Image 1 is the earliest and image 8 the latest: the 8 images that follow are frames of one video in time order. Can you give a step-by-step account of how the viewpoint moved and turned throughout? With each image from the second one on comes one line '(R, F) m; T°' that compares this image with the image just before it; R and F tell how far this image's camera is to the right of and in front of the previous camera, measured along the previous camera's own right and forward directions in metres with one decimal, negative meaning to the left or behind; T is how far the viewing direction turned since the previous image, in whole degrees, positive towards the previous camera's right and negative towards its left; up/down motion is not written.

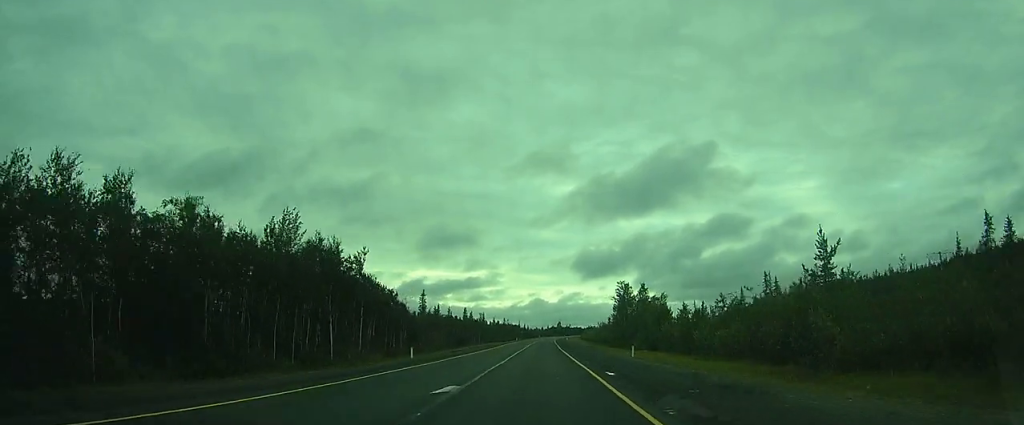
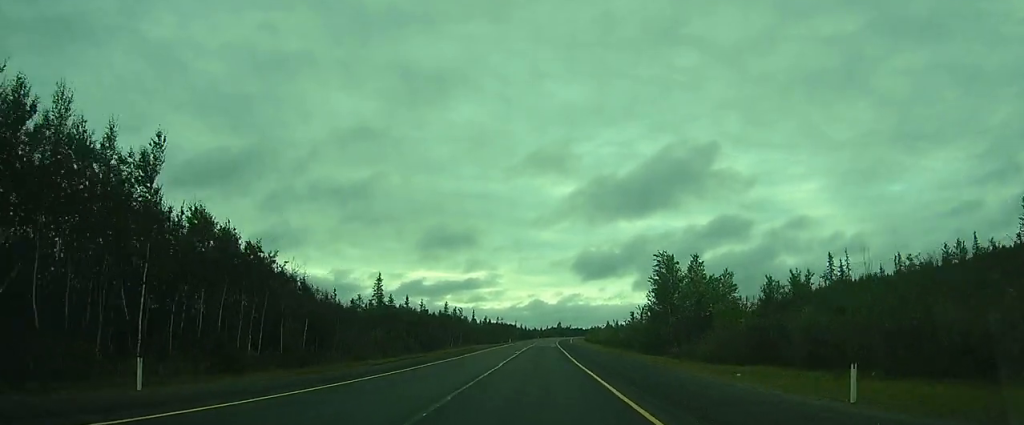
(+0.1, +26.5) m; +1°
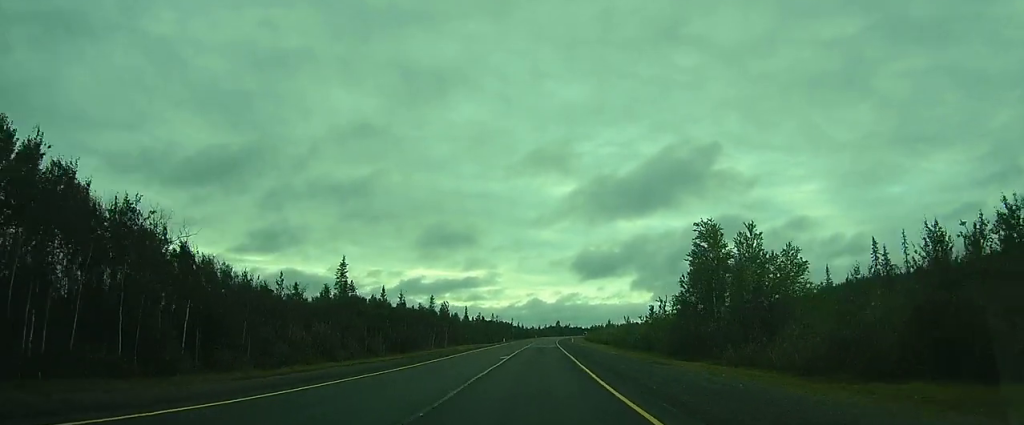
(+0.1, +12.9) m; 0°
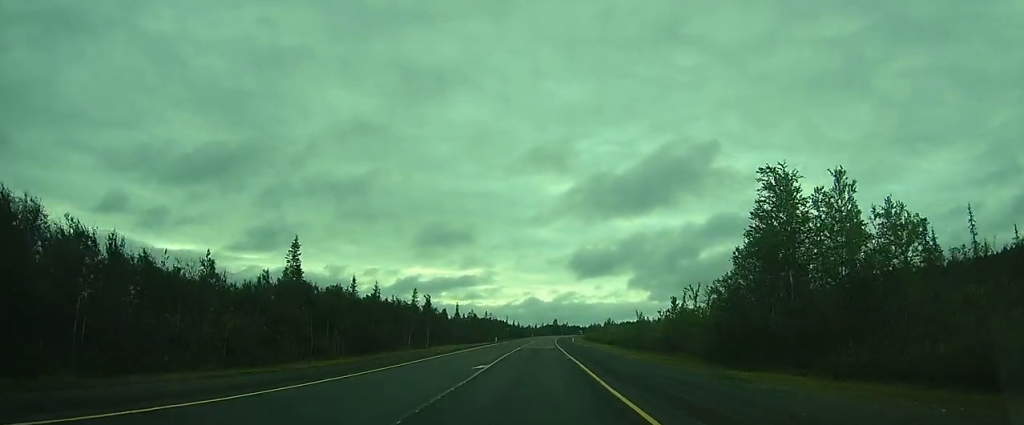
(0.0, +11.2) m; 0°
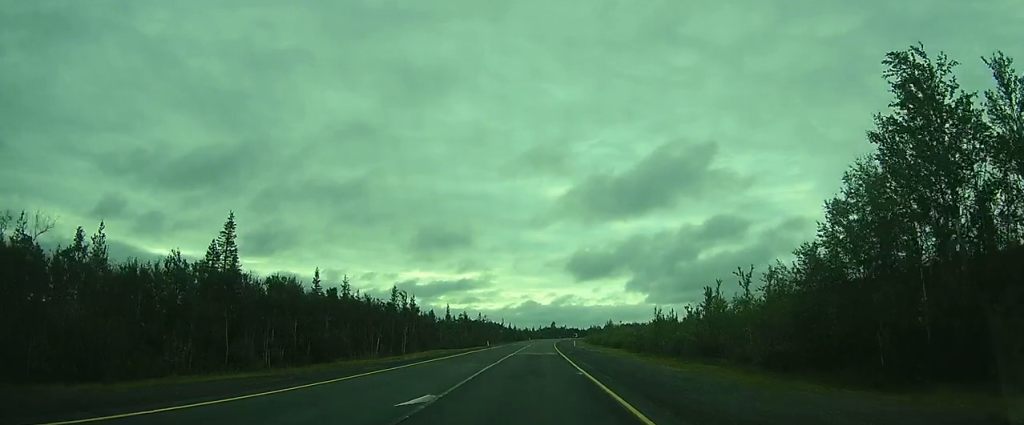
(0.0, +10.5) m; 0°
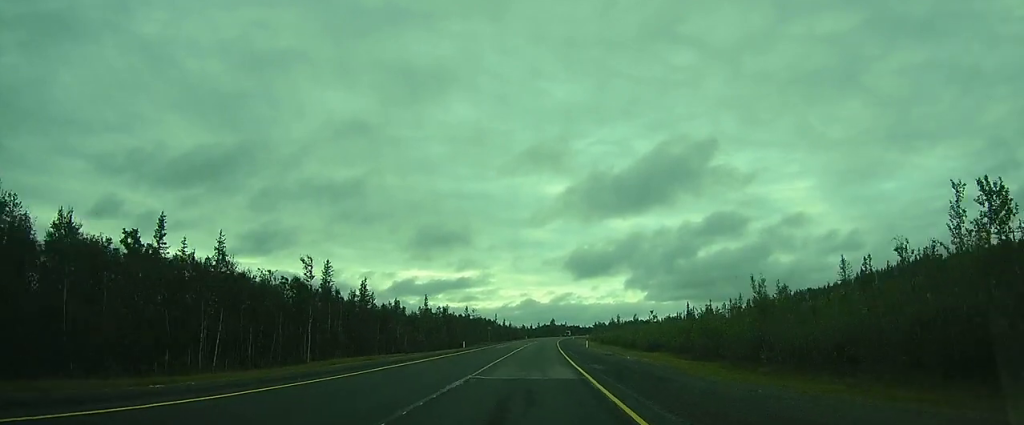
(0.0, +23.8) m; +1°
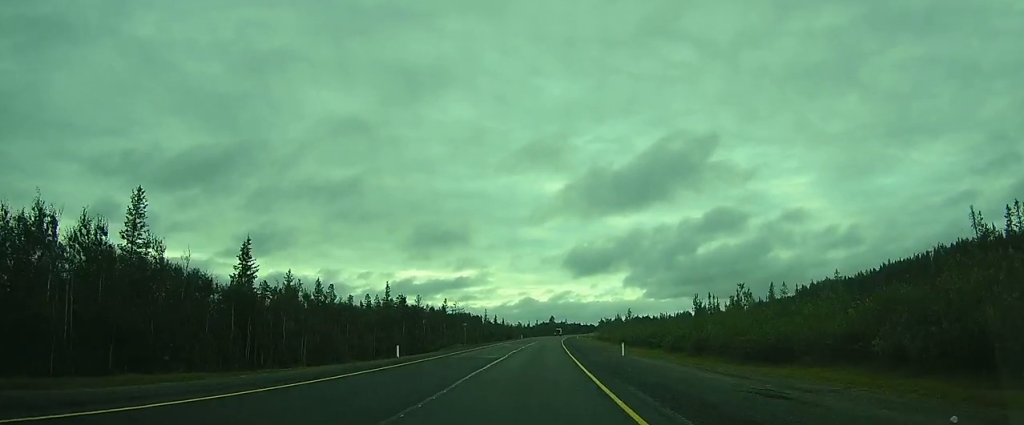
(+0.2, +24.3) m; 0°
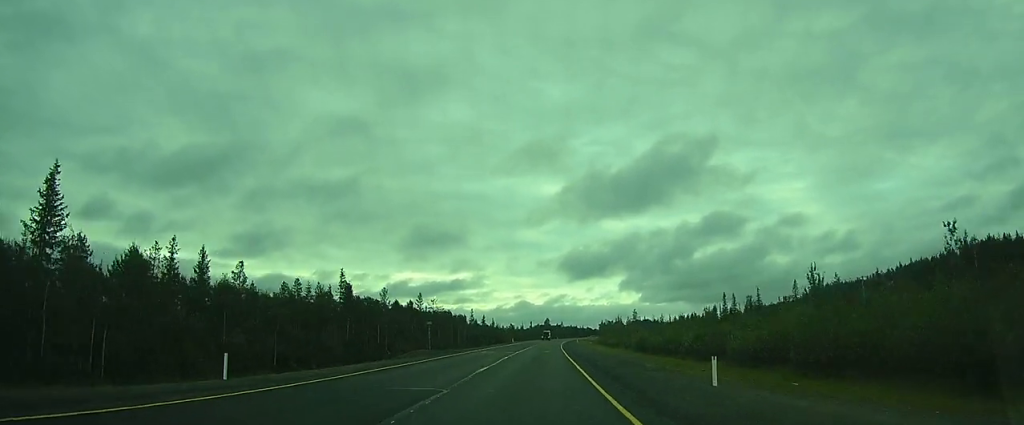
(0.0, +15.7) m; 0°
